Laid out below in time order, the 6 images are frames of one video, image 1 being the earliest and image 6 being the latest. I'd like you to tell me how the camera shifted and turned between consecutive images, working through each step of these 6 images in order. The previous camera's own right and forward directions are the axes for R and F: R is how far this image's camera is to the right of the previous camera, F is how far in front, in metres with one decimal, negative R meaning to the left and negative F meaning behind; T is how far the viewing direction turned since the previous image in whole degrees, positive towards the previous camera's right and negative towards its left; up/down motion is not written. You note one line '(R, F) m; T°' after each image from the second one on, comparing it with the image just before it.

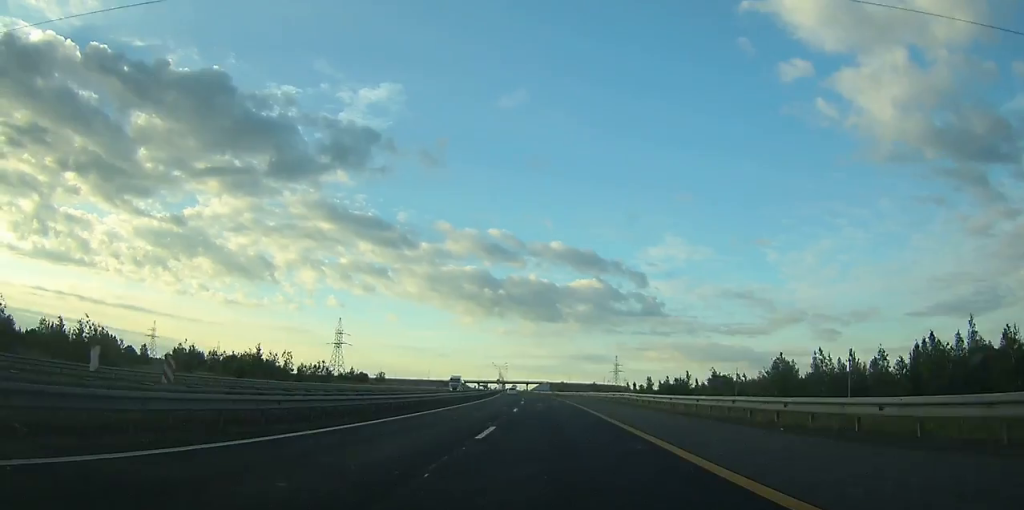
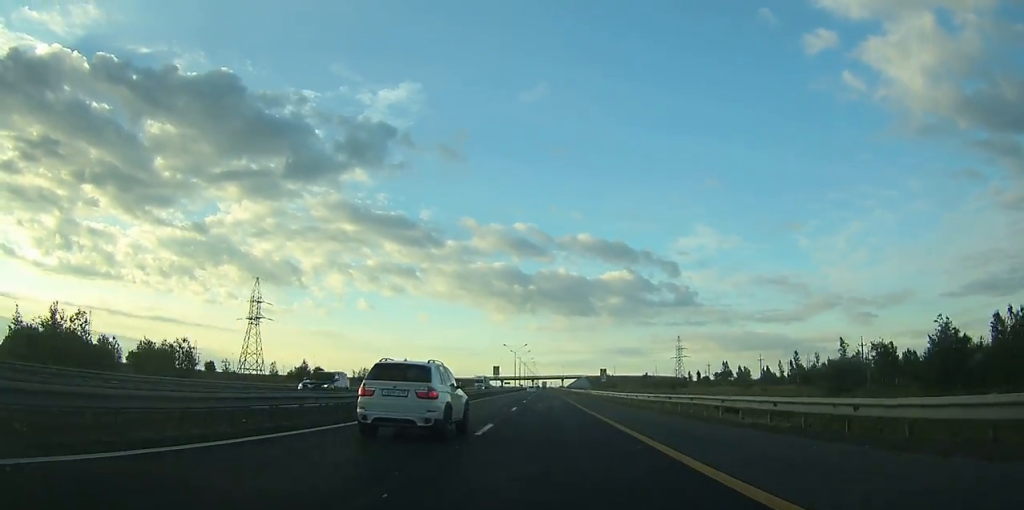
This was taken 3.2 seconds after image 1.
(-2.9, +99.6) m; -3°
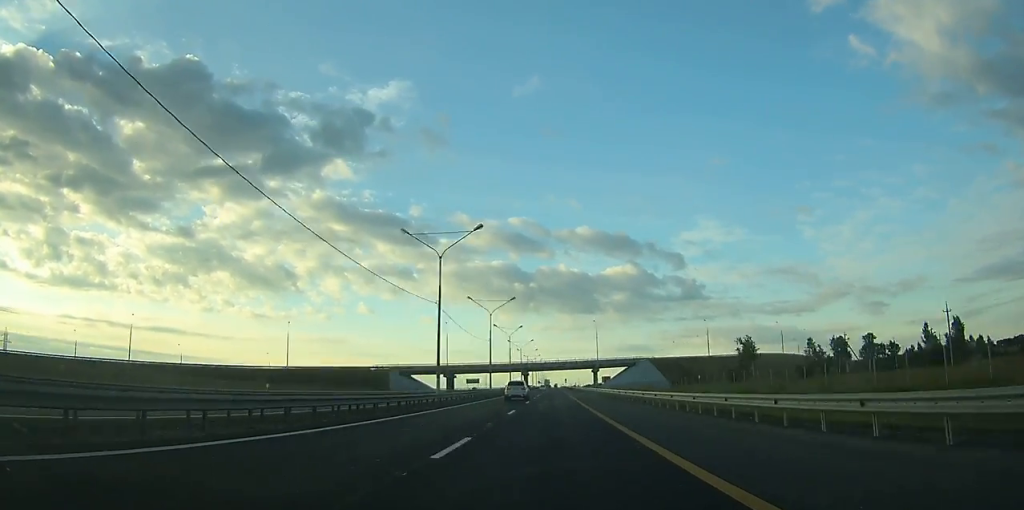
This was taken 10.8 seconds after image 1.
(-4.4, +240.5) m; -1°
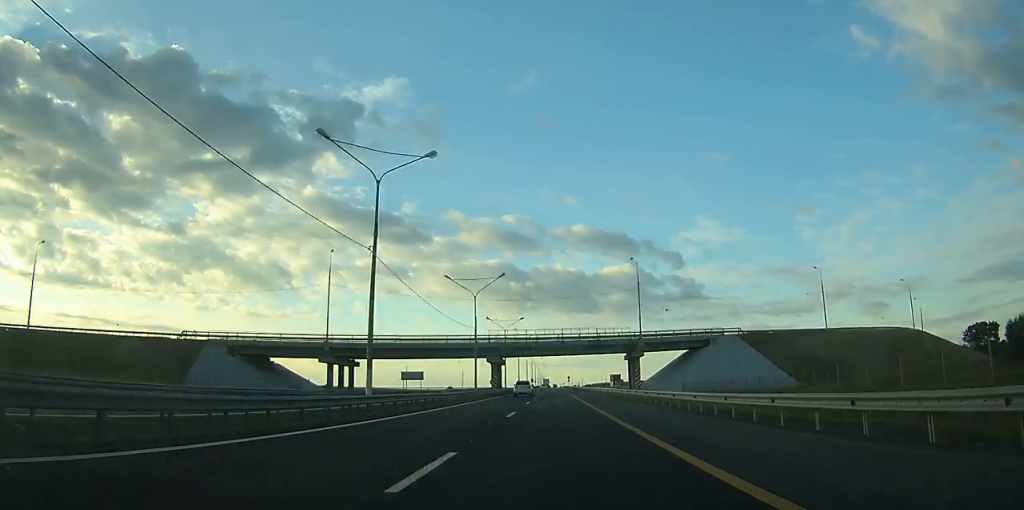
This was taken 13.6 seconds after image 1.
(-0.1, +82.7) m; 0°
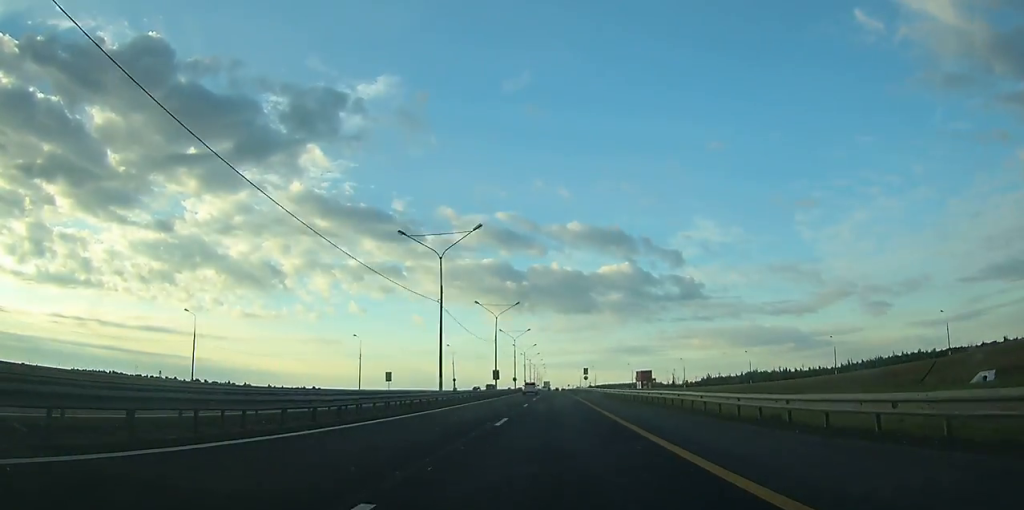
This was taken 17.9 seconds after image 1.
(+0.2, +122.8) m; 0°
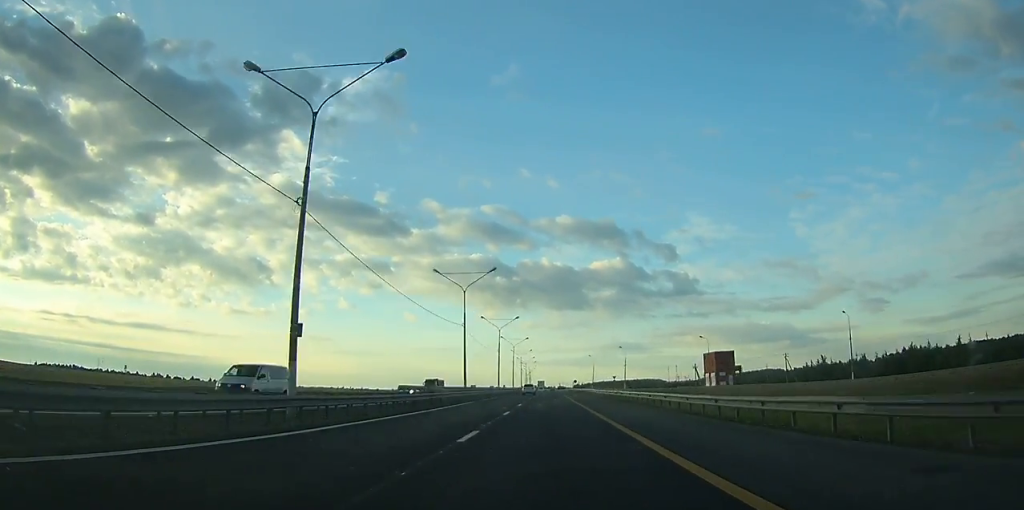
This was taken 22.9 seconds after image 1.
(+0.2, +138.7) m; 0°
